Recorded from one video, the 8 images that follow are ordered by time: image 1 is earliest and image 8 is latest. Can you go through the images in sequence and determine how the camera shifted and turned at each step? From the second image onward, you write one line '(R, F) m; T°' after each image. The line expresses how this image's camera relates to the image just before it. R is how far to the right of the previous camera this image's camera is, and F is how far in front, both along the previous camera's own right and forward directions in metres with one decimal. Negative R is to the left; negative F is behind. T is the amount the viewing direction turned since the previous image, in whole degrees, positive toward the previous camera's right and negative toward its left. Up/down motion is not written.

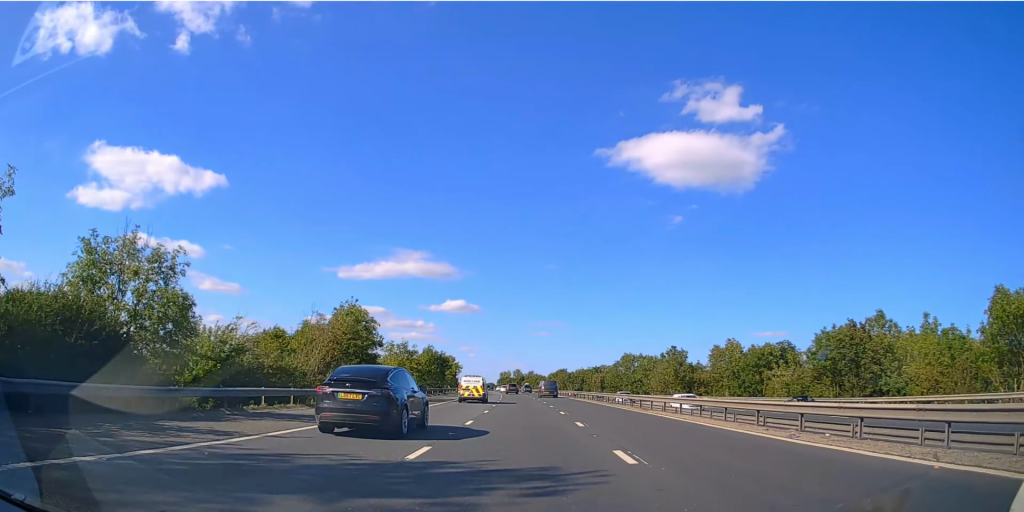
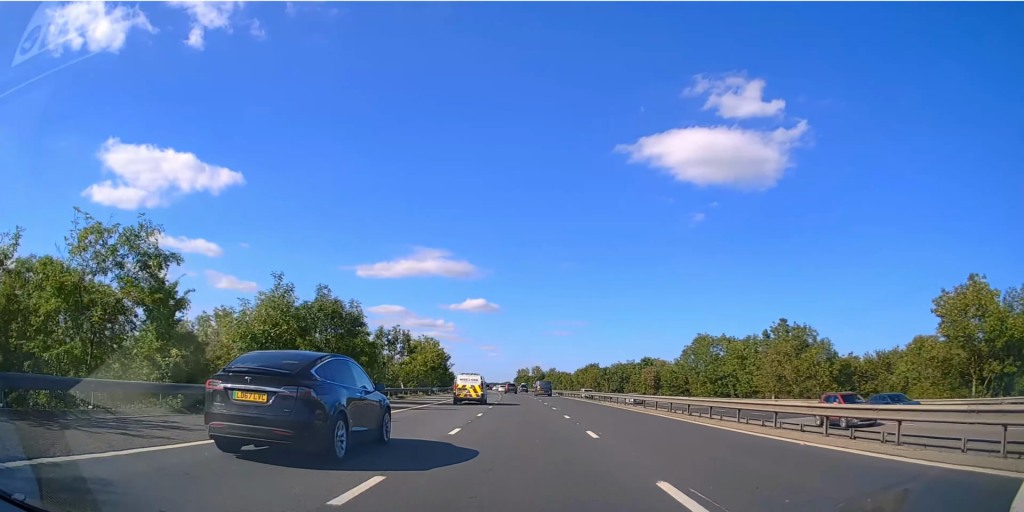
(-1.0, +49.4) m; -2°
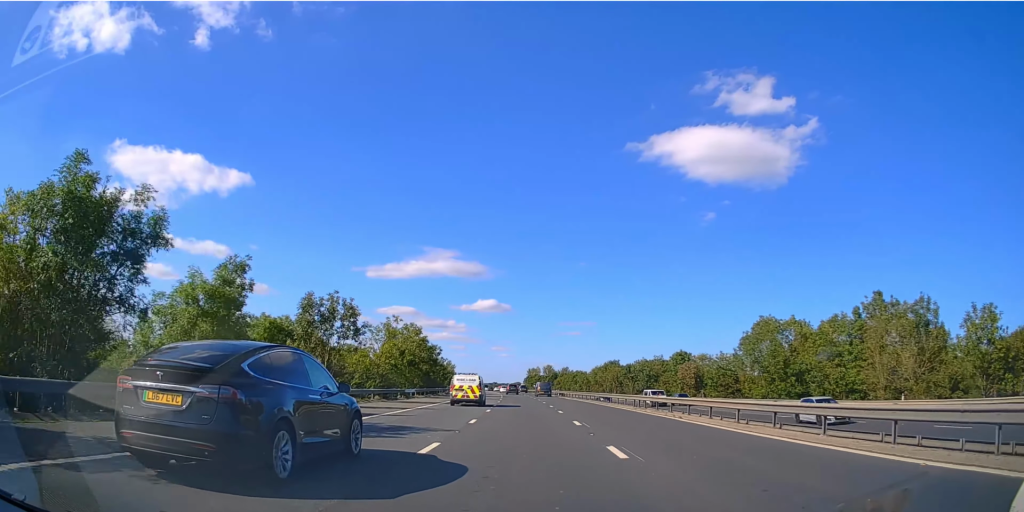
(0.0, +22.1) m; -1°
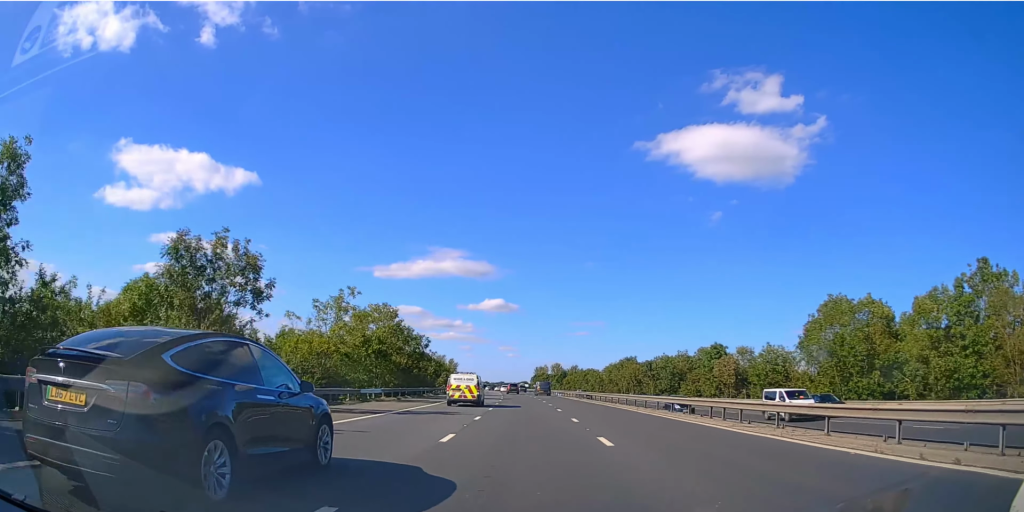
(-0.2, +16.0) m; -1°
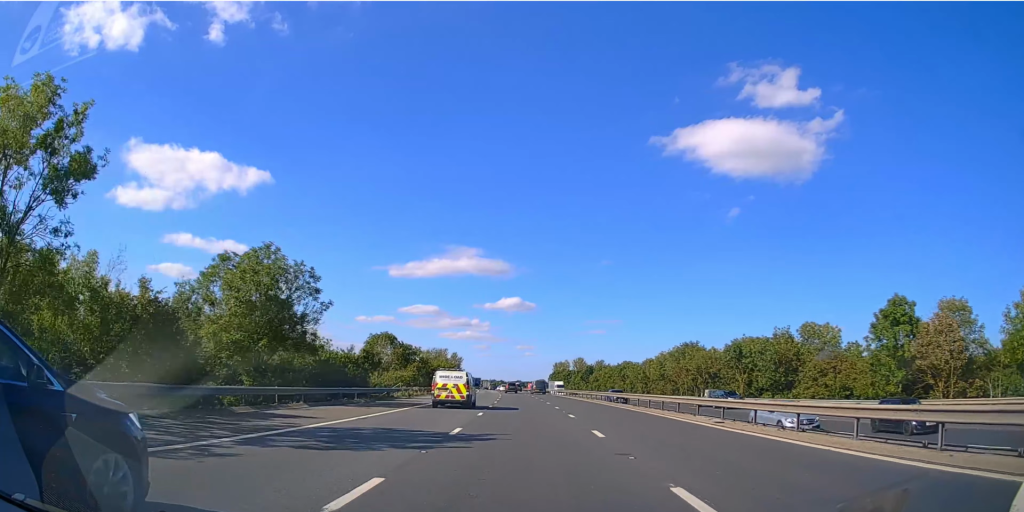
(-0.8, +42.4) m; -2°
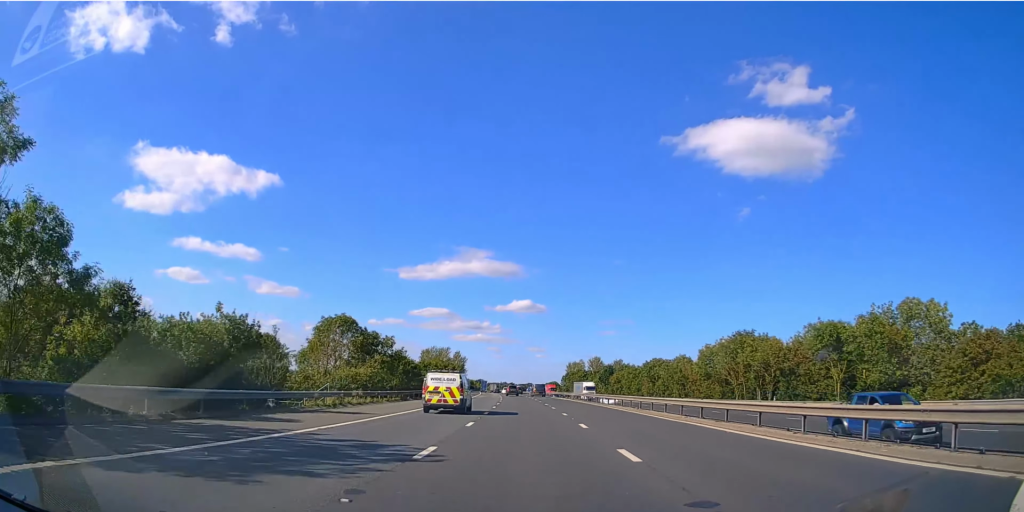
(-0.1, +22.8) m; -1°
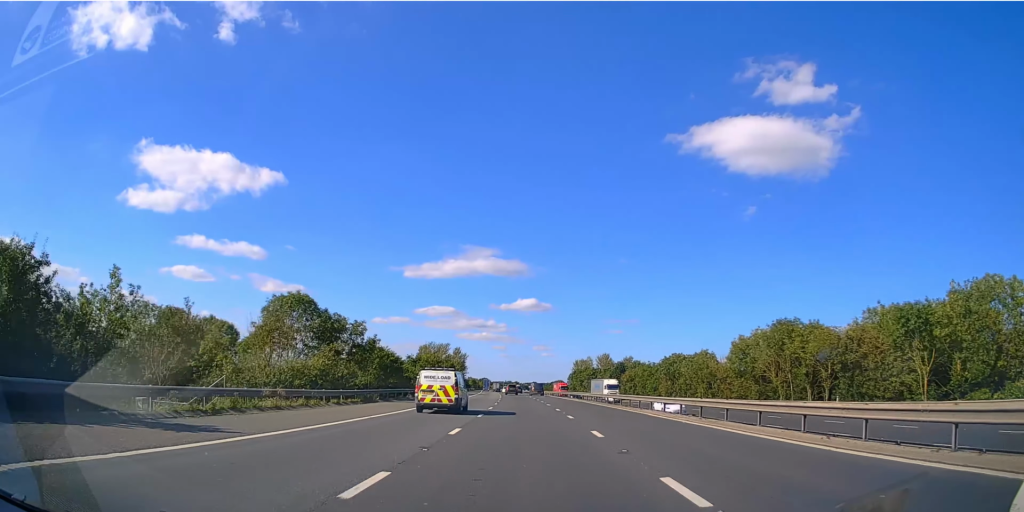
(-0.1, +12.8) m; 0°
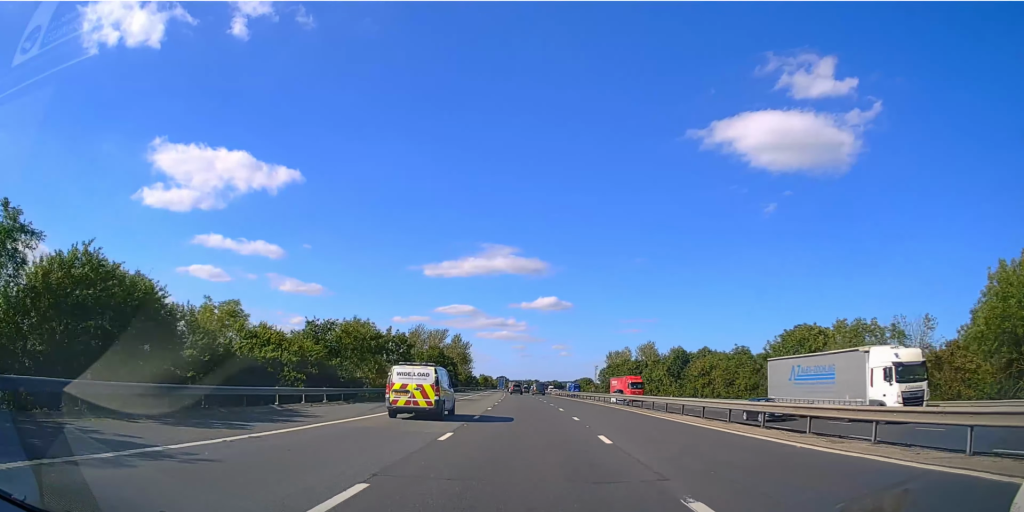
(-0.6, +44.3) m; -2°
